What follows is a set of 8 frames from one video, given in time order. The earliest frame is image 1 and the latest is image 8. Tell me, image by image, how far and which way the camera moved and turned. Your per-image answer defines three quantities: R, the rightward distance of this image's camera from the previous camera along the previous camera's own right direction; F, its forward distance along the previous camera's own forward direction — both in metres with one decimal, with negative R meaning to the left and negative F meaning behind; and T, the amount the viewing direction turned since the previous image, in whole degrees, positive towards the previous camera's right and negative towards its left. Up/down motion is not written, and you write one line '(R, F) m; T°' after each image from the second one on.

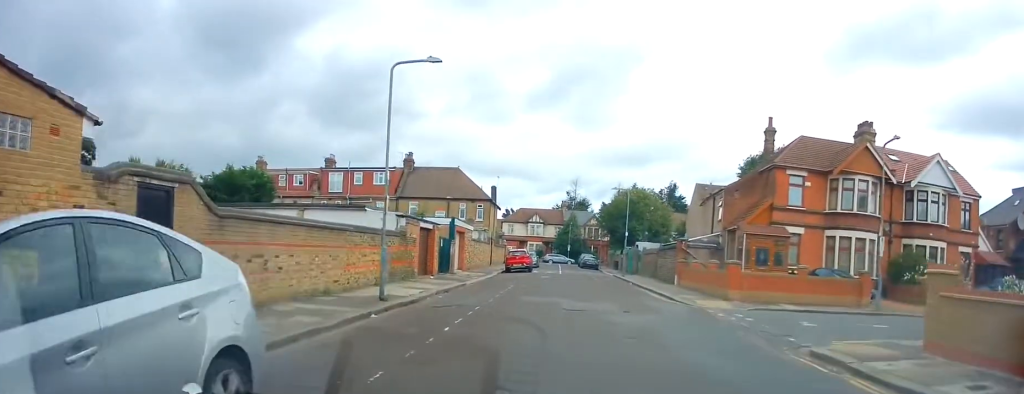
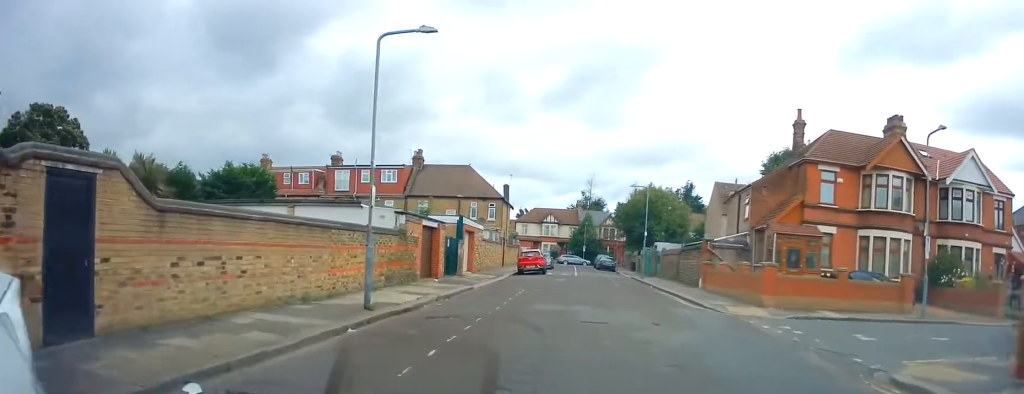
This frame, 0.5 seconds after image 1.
(+0.1, +2.4) m; -1°
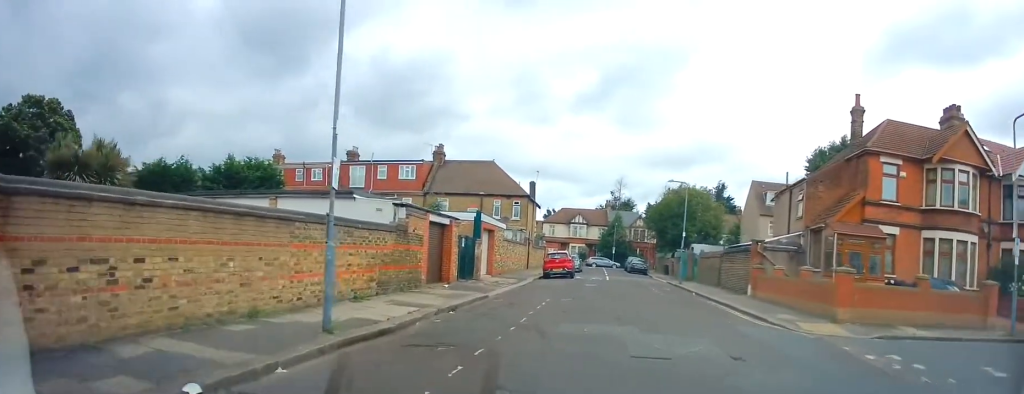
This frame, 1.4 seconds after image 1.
(-0.3, +3.7) m; -1°
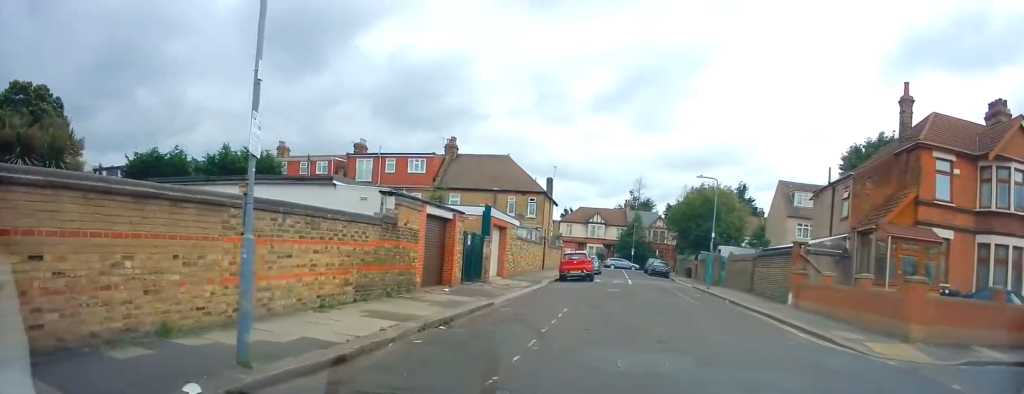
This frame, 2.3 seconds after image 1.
(+0.1, +3.0) m; +1°
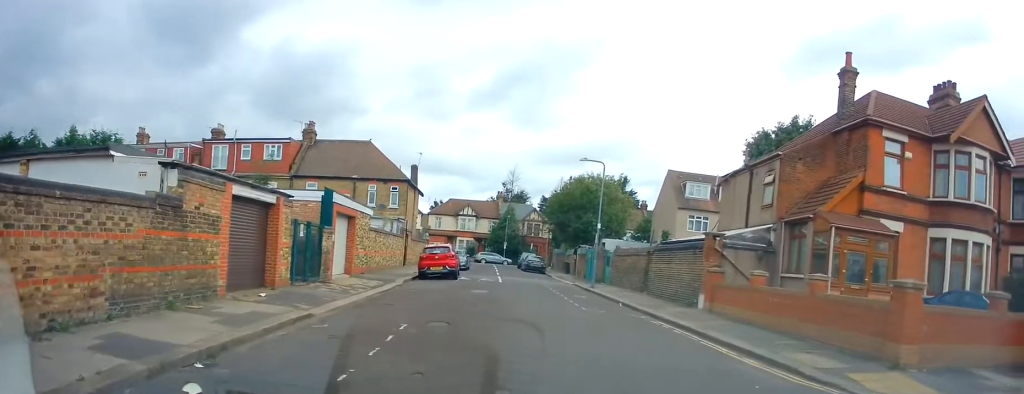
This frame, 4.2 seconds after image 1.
(+0.3, +4.4) m; +21°
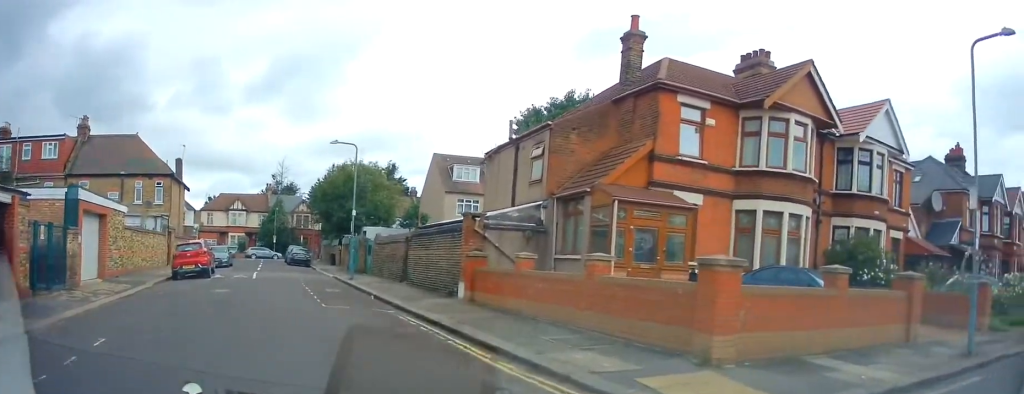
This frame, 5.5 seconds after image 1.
(+0.6, +2.0) m; +36°
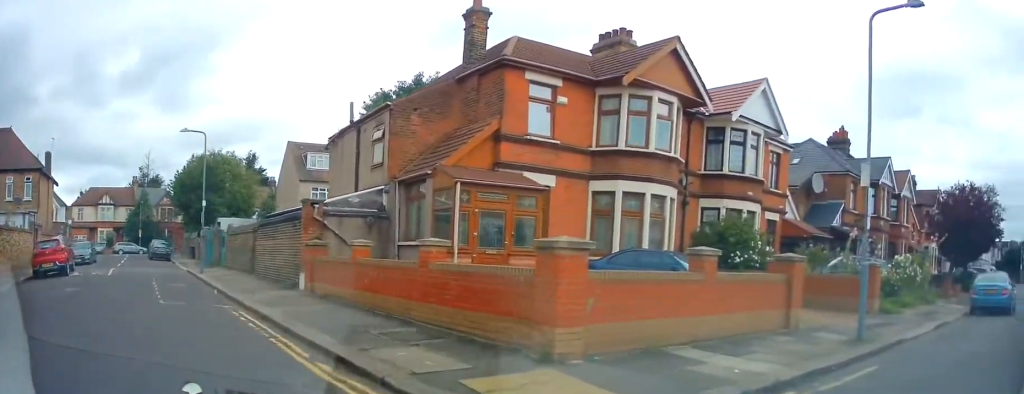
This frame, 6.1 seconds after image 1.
(+0.2, +1.0) m; +18°
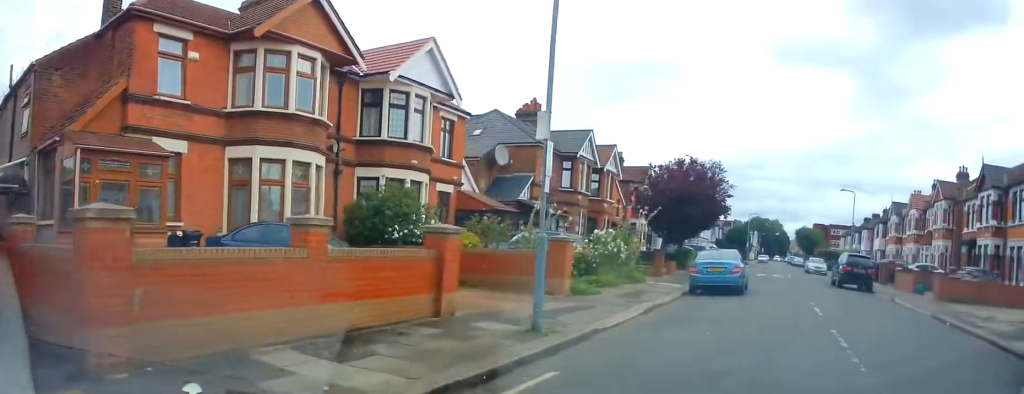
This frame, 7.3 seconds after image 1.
(+0.7, +2.2) m; +16°
